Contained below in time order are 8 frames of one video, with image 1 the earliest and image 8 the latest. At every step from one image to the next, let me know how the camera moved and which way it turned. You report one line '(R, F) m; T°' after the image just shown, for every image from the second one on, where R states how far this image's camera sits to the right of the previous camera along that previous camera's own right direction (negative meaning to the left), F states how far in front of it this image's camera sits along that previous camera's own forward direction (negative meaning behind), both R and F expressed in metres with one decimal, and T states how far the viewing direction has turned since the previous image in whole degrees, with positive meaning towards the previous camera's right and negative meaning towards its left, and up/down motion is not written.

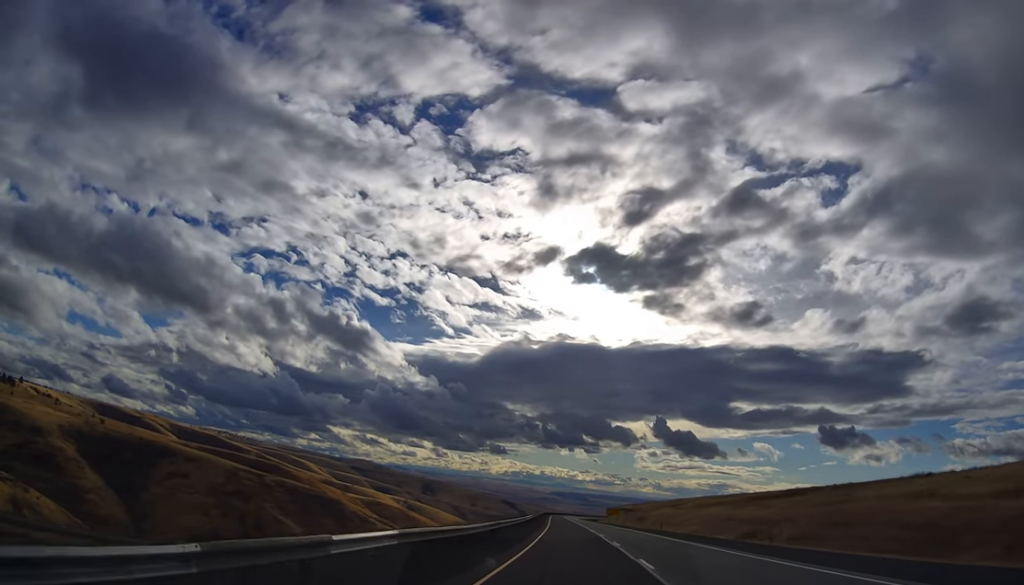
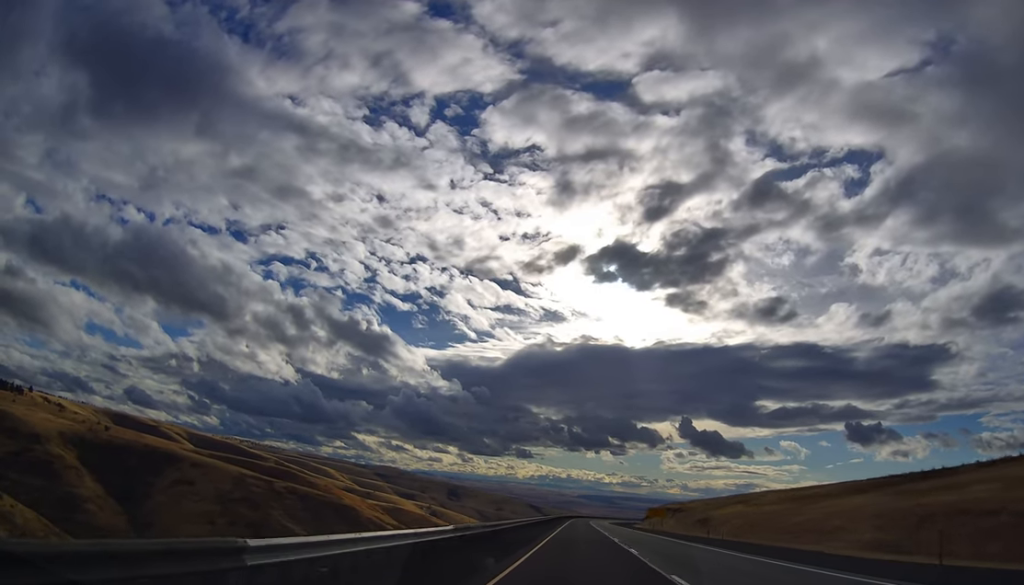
(-1.5, +53.8) m; -3°
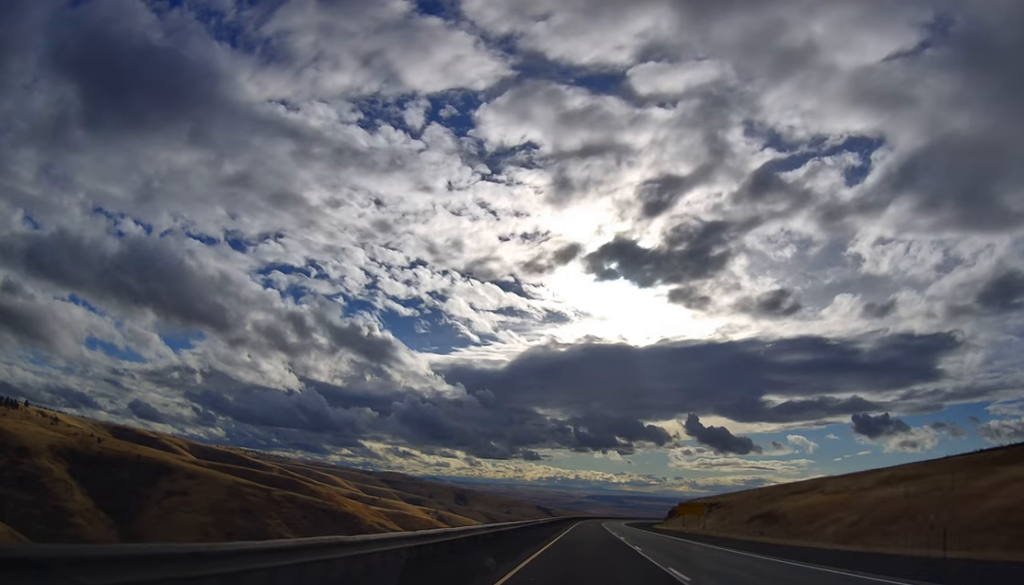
(-0.7, +35.6) m; -1°
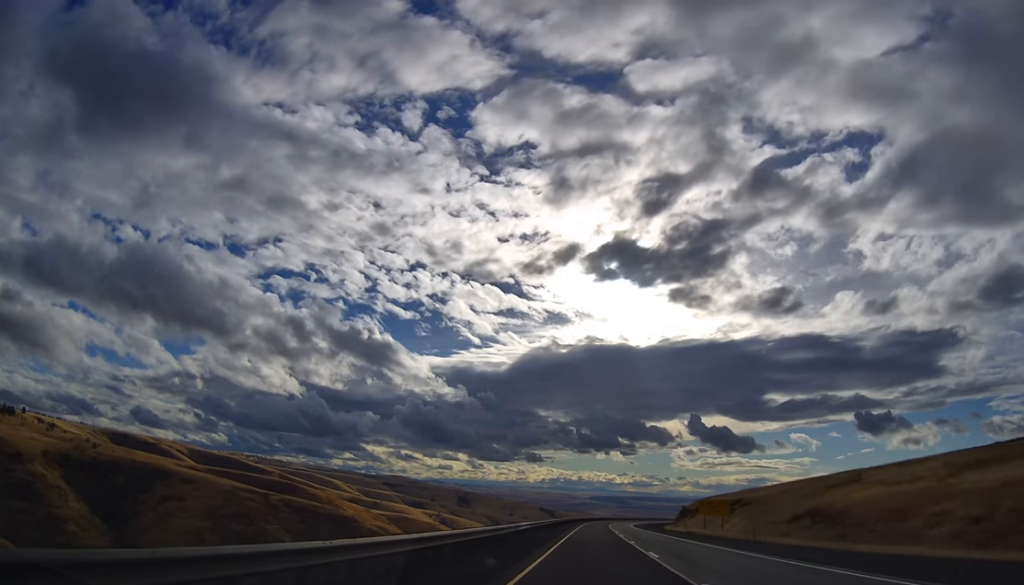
(0.0, +16.7) m; 0°
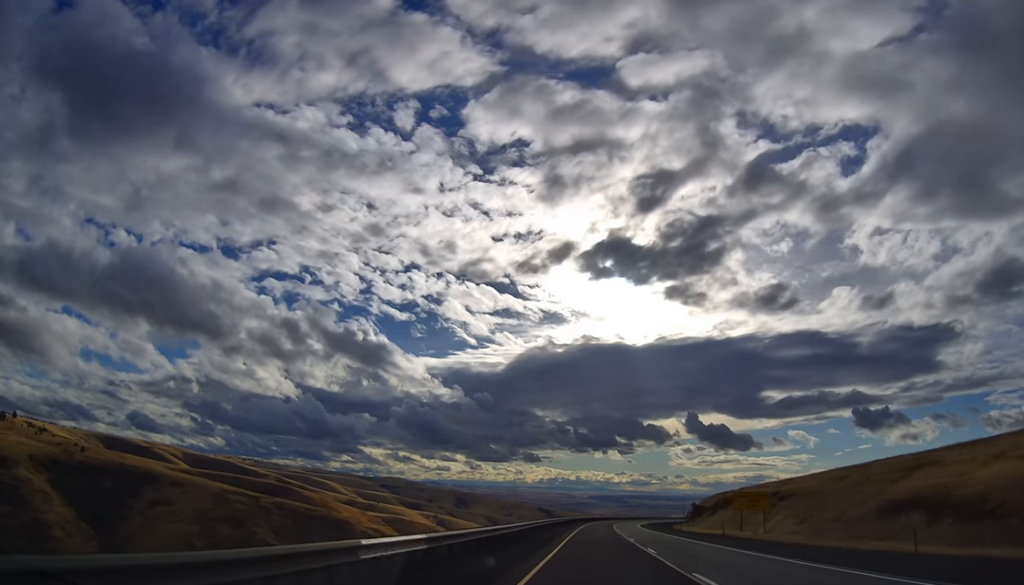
(-0.1, +22.5) m; 0°
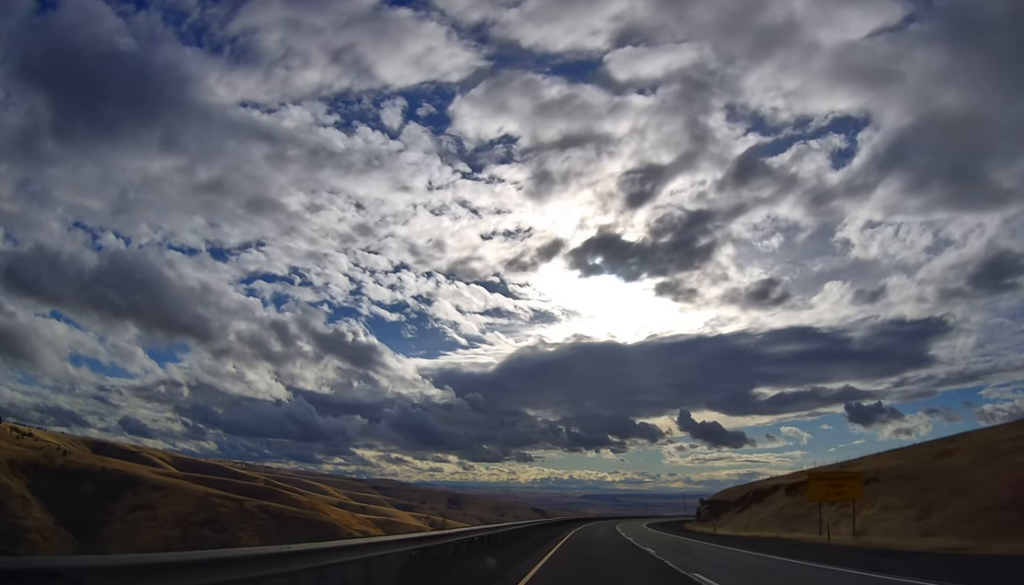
(+0.1, +25.3) m; 0°
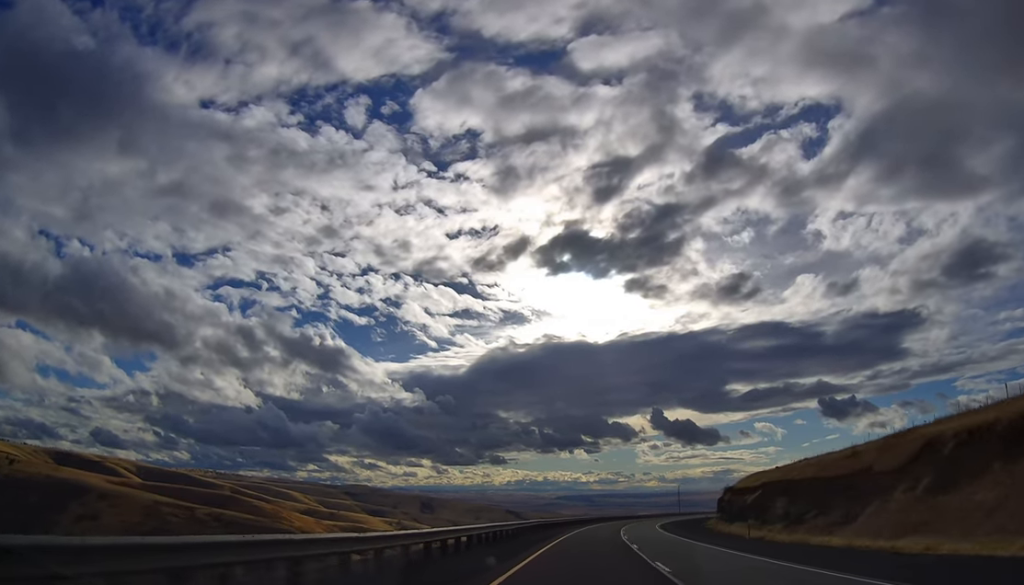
(-0.1, +56.5) m; +2°
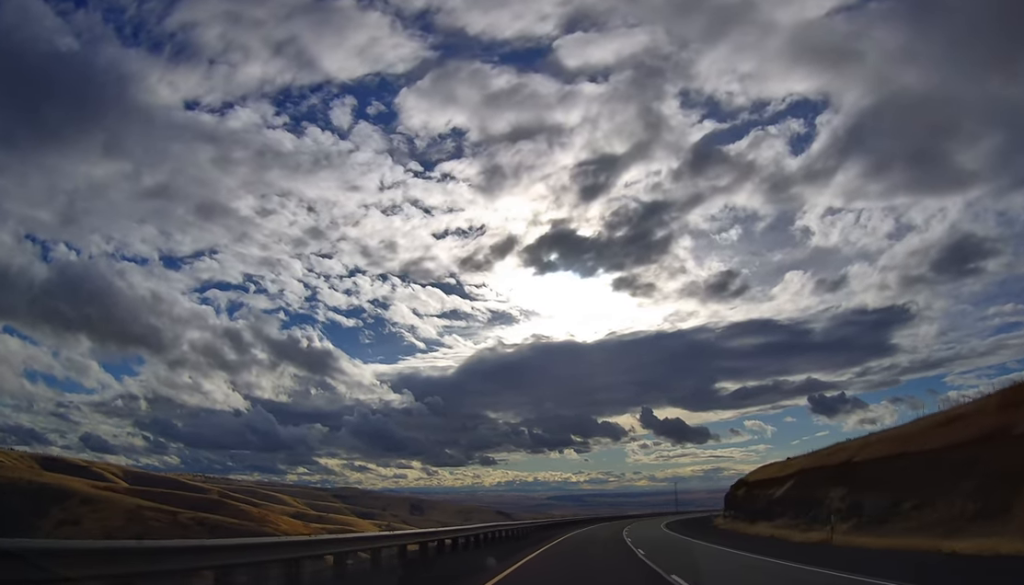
(+0.2, +16.5) m; +1°
